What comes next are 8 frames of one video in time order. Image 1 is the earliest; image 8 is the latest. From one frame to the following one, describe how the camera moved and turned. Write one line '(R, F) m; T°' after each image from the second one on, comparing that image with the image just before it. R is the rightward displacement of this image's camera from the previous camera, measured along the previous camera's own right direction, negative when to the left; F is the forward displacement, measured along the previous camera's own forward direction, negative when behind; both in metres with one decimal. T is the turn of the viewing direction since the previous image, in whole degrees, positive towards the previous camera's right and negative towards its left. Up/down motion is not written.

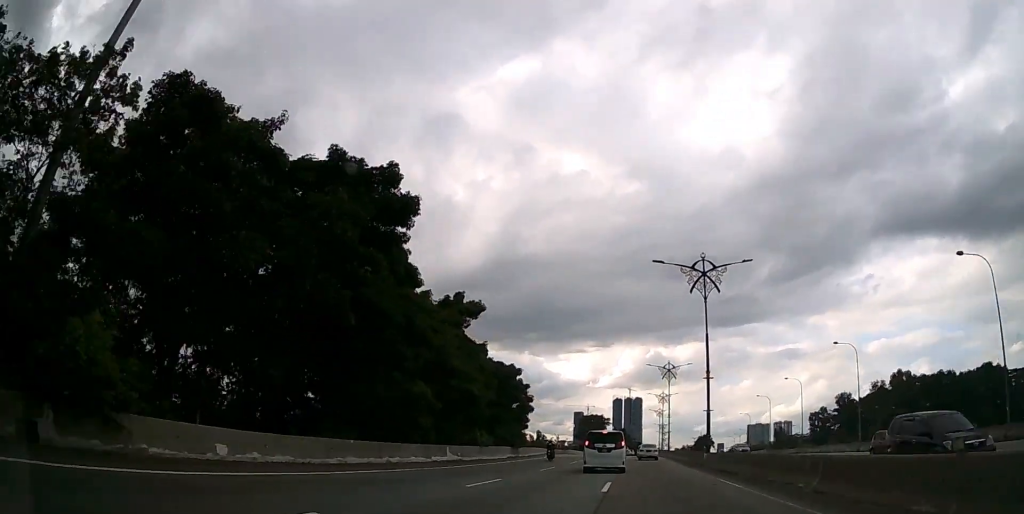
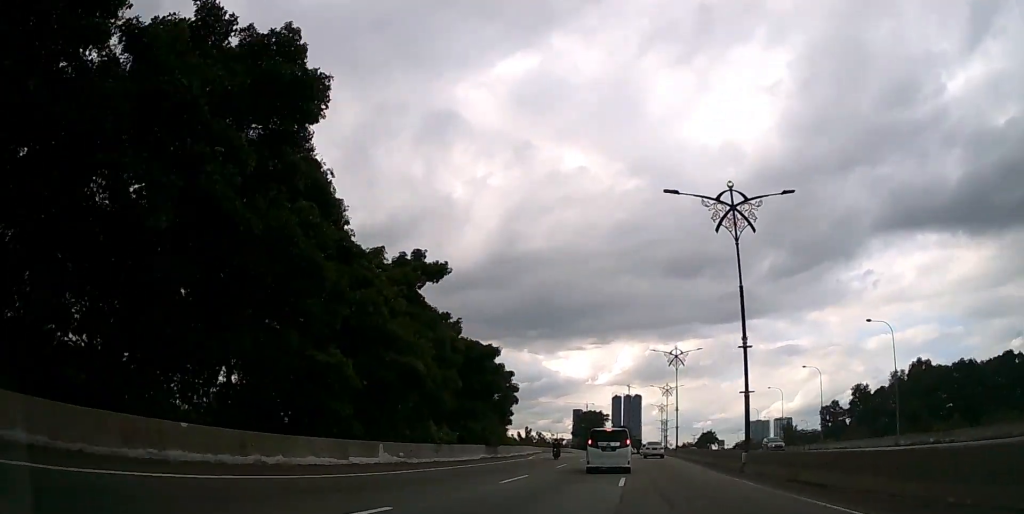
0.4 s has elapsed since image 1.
(-0.1, +9.8) m; 0°
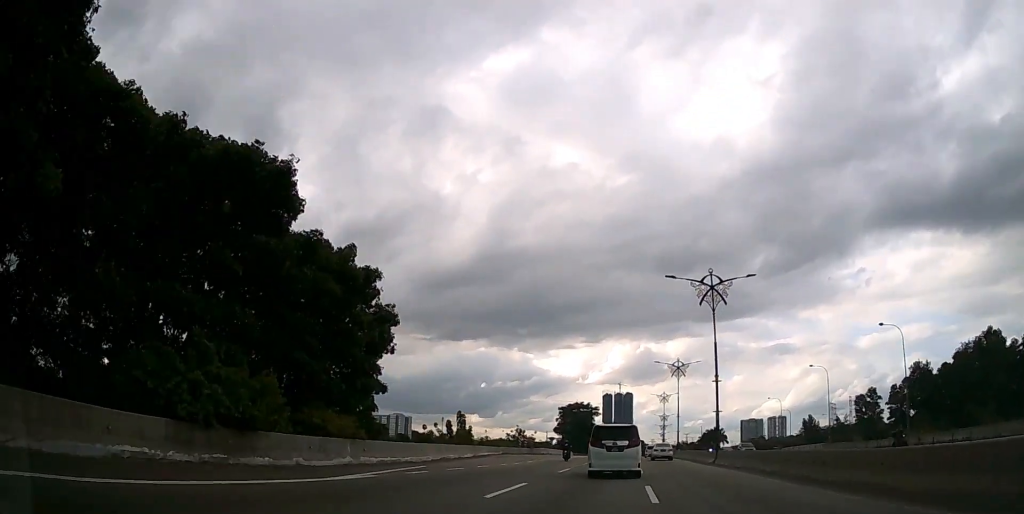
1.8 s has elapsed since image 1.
(+0.1, +28.2) m; +1°
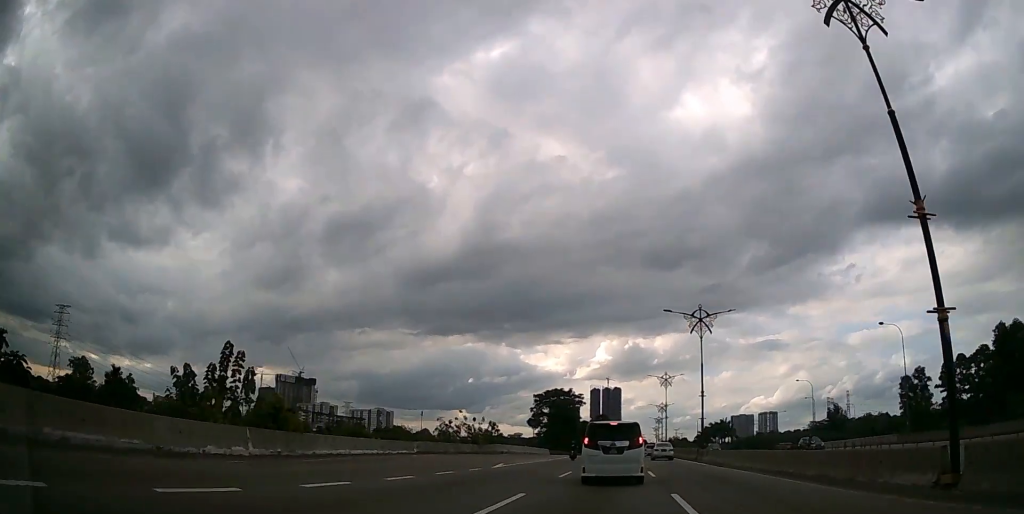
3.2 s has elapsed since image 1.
(+0.2, +27.0) m; +1°
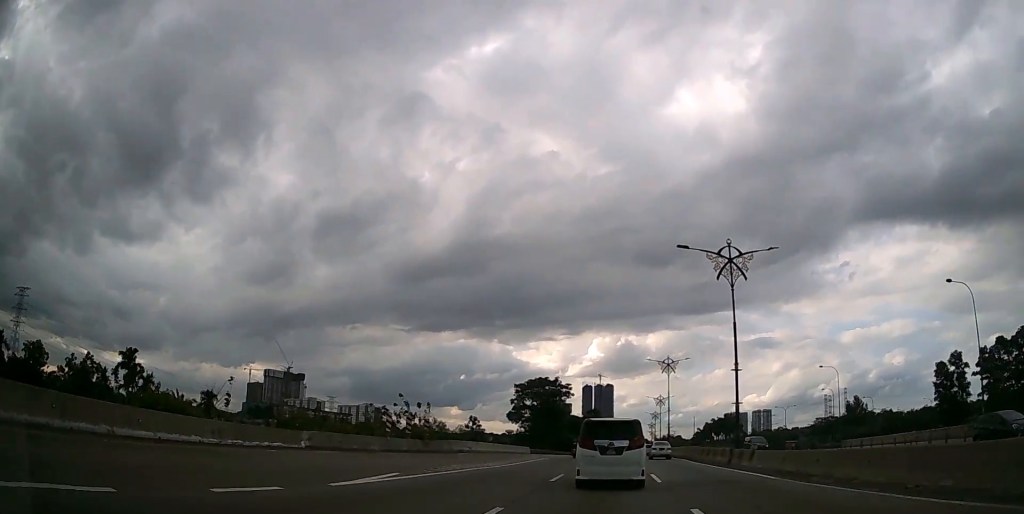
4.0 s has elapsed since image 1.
(+0.1, +15.0) m; +1°
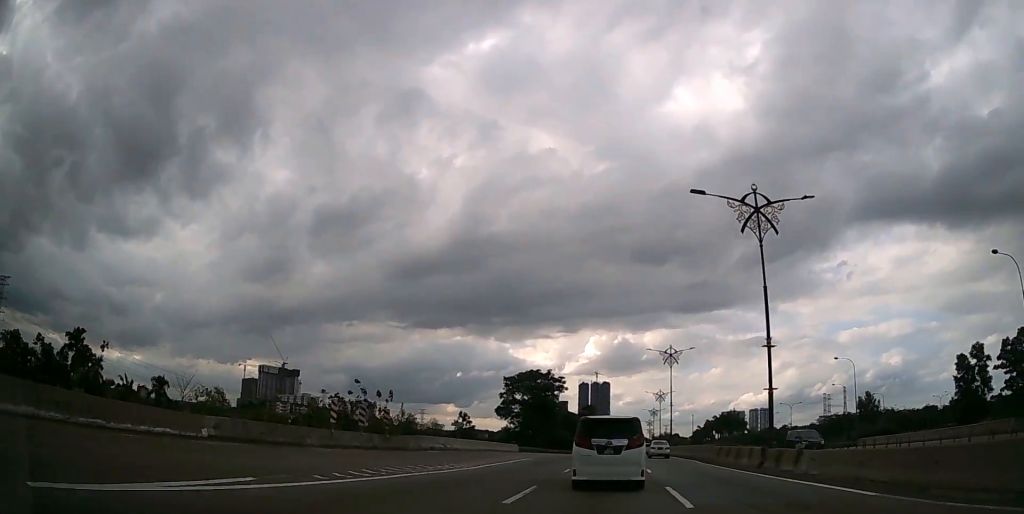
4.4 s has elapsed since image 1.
(0.0, +7.4) m; 0°
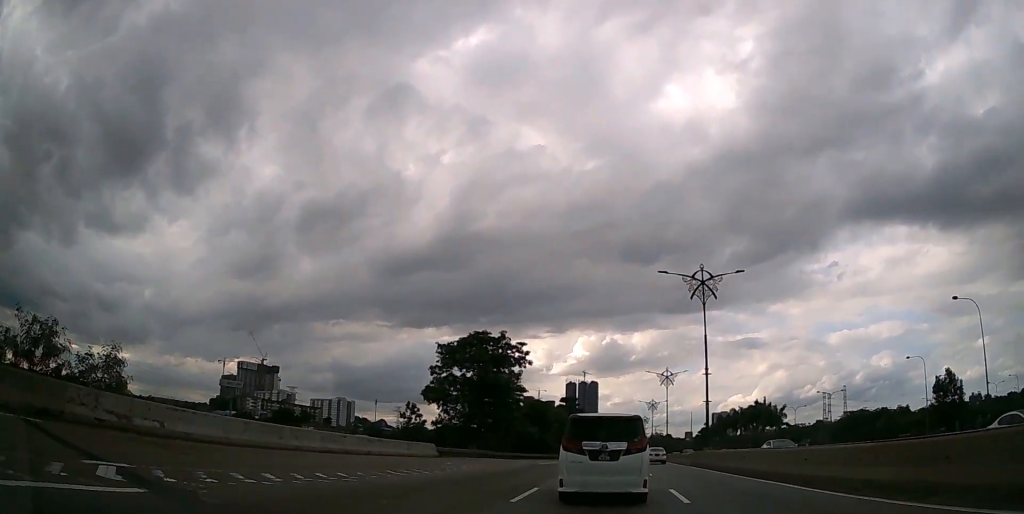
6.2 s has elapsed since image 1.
(+0.5, +32.5) m; +2°
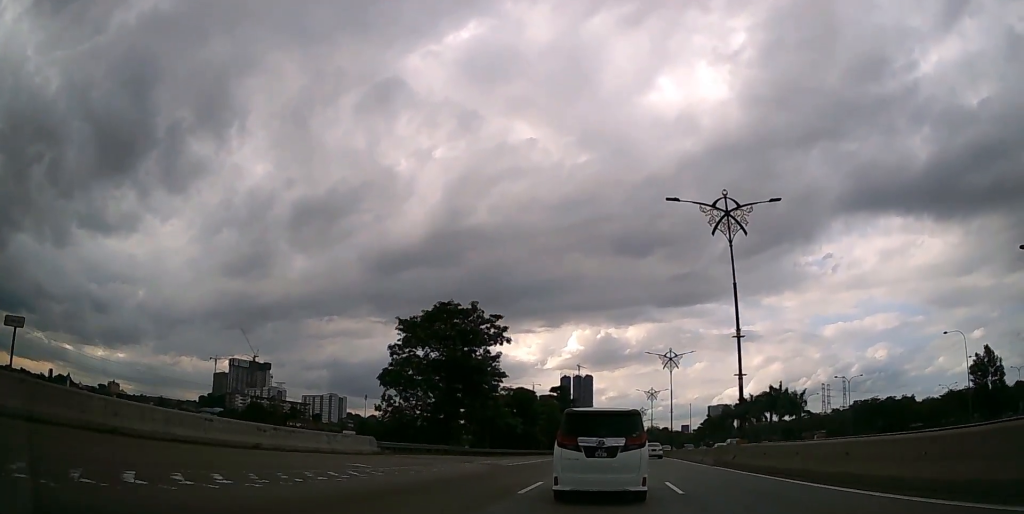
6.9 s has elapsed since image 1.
(+0.1, +11.1) m; 0°
